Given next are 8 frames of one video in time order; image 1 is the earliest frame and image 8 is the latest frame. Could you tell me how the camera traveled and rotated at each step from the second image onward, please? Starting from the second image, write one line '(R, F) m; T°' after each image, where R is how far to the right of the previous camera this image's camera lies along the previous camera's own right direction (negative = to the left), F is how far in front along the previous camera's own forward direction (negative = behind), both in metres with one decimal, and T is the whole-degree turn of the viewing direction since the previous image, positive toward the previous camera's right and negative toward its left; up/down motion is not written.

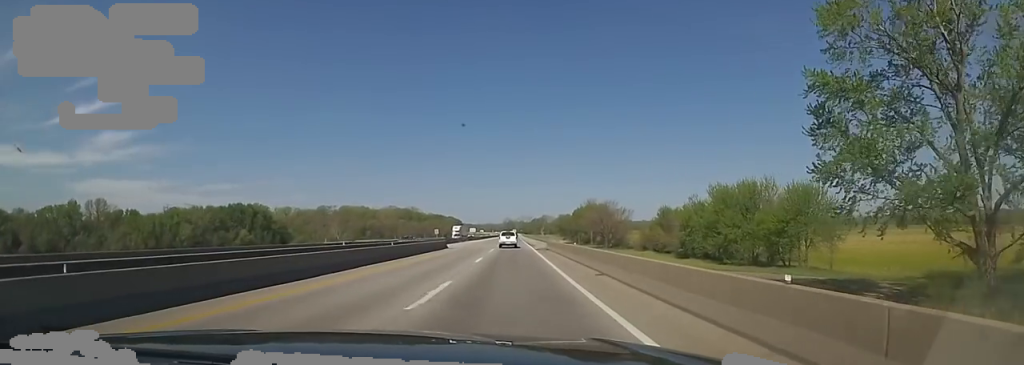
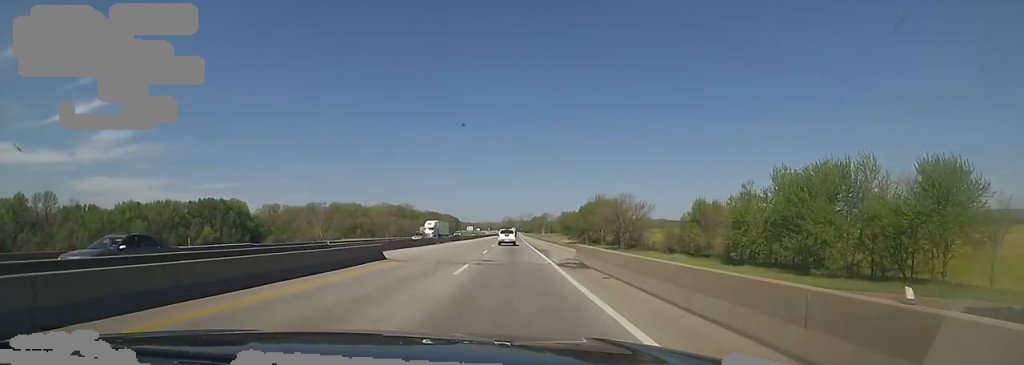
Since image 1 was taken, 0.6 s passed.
(-0.3, +22.2) m; -1°
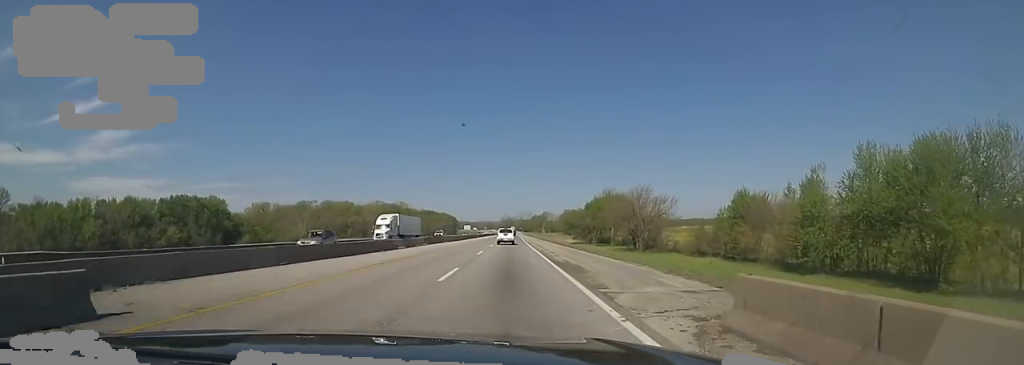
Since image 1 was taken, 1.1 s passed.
(-0.1, +17.6) m; 0°
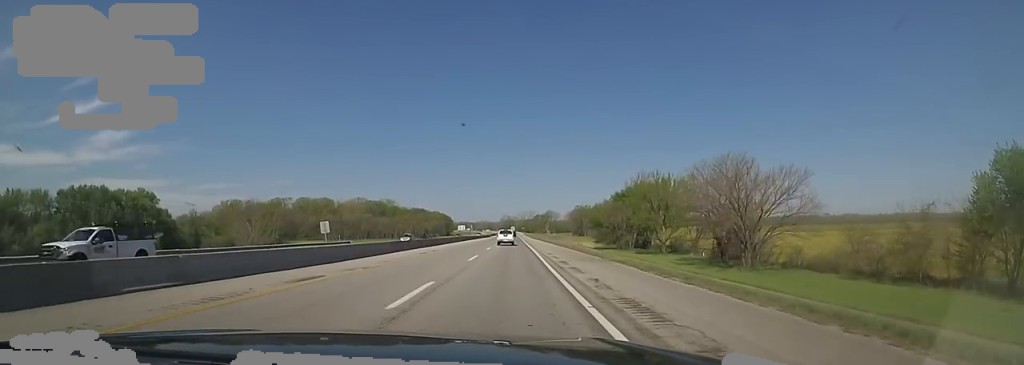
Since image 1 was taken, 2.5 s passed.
(+0.9, +48.8) m; +2°
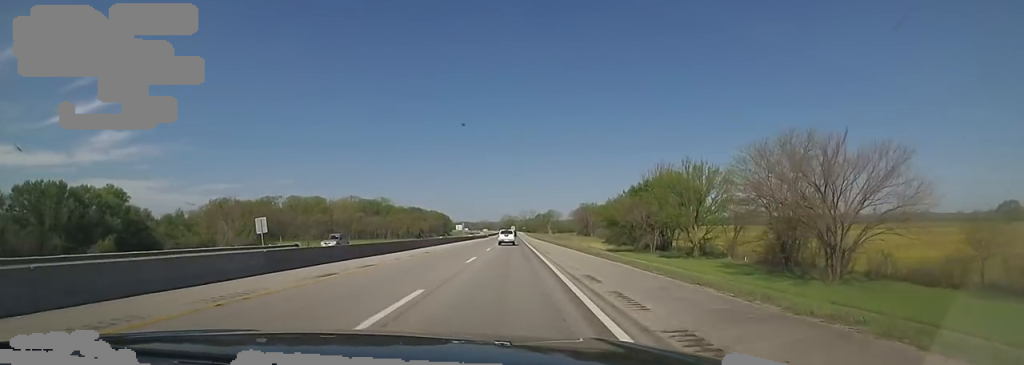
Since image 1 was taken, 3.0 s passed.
(+1.0, +16.7) m; 0°
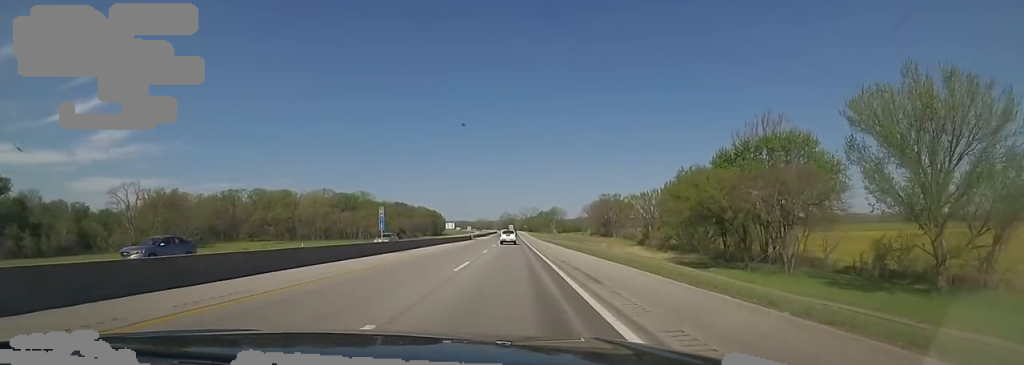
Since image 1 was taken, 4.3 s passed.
(-1.9, +51.1) m; 0°
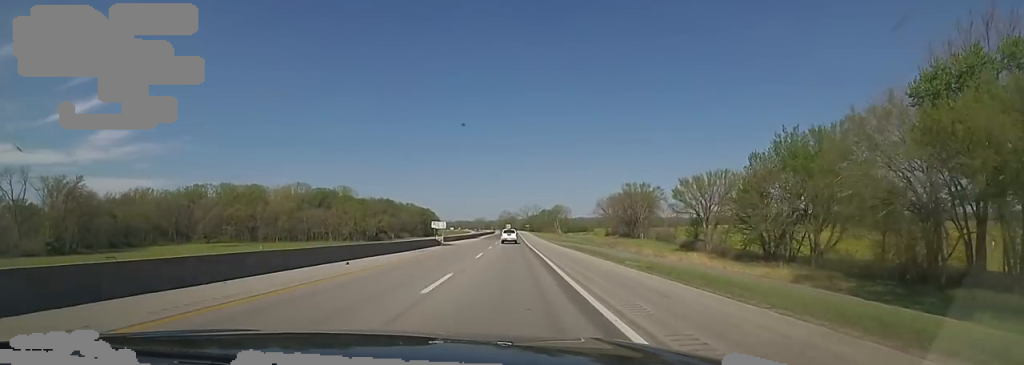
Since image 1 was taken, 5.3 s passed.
(+1.0, +37.9) m; +1°
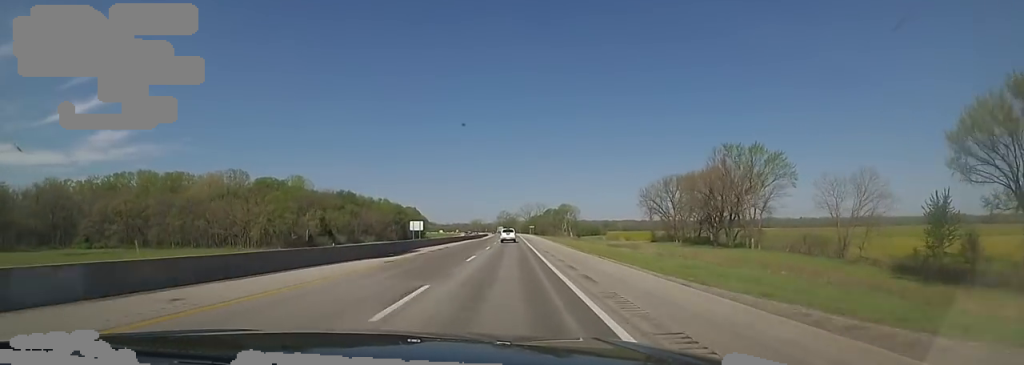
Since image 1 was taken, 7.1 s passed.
(-0.4, +62.7) m; -1°
